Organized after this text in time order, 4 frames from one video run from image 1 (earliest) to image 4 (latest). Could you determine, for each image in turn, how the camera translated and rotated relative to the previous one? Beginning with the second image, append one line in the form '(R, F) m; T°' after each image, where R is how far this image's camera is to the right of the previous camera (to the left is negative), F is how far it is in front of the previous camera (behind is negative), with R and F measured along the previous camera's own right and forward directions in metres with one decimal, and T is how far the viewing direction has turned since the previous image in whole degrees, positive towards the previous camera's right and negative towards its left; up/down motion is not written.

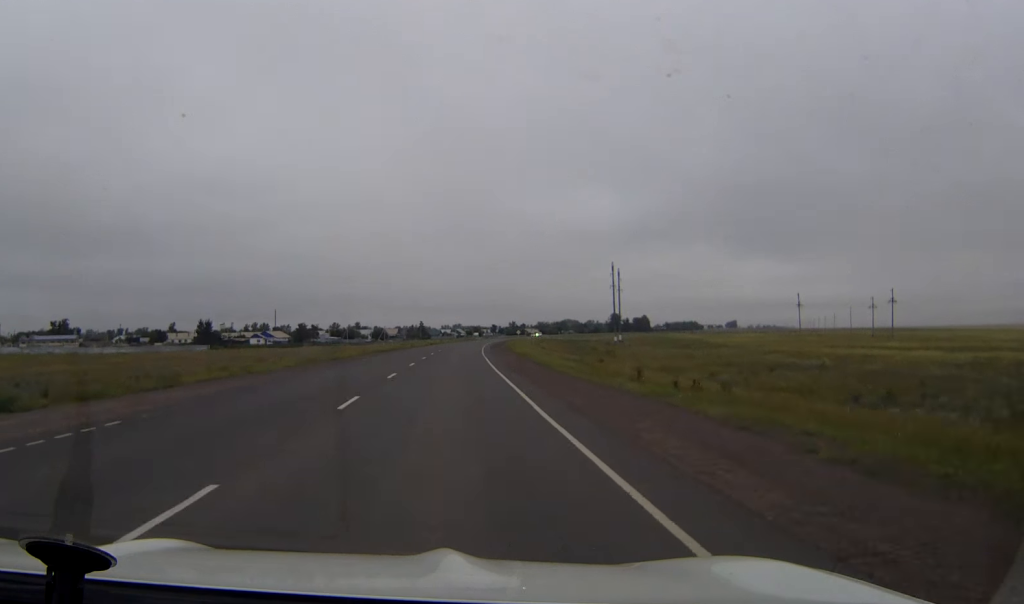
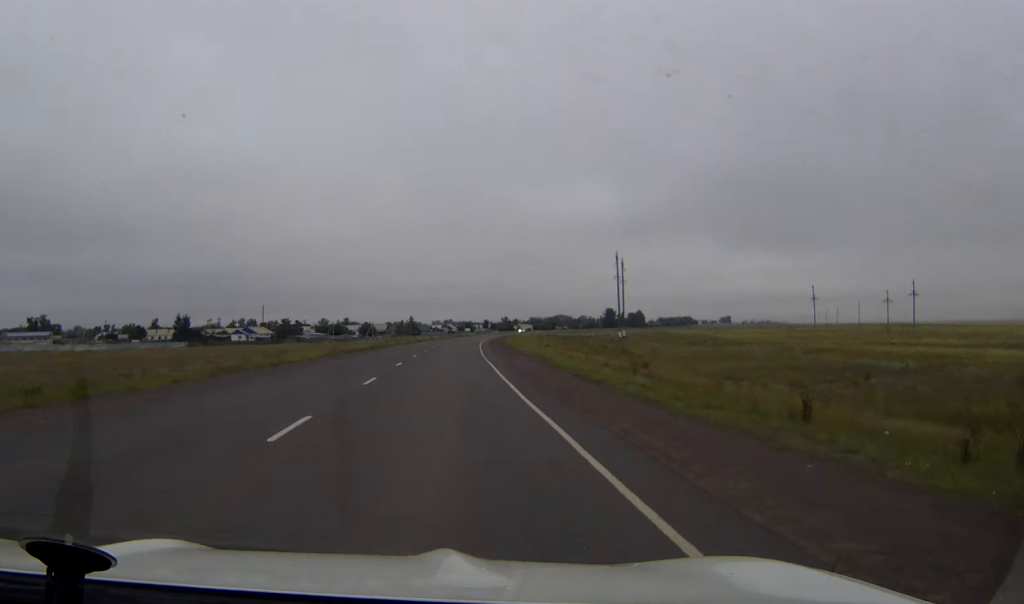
(0.0, +18.5) m; 0°
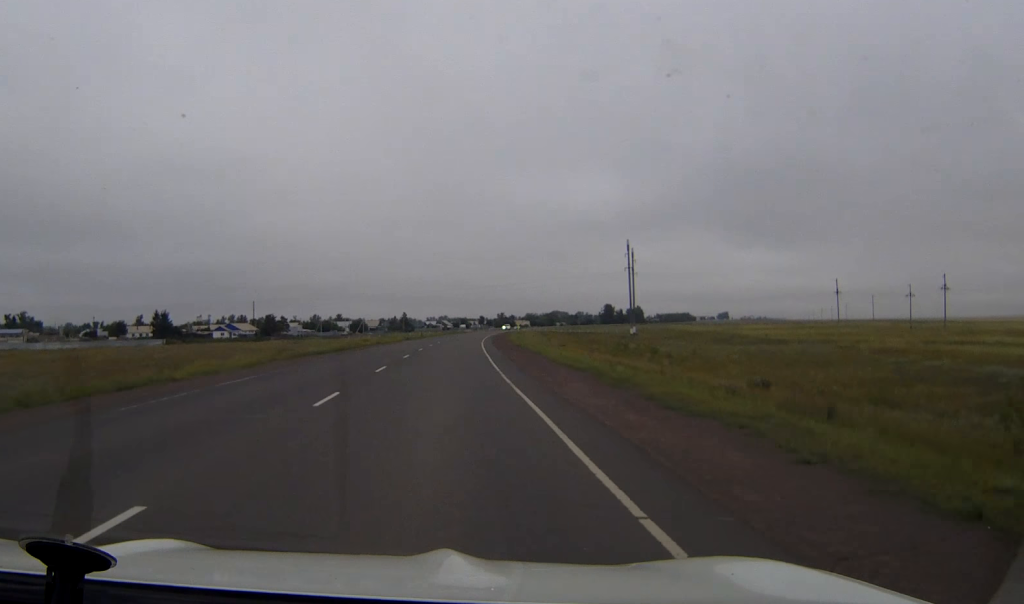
(+0.1, +19.7) m; +1°
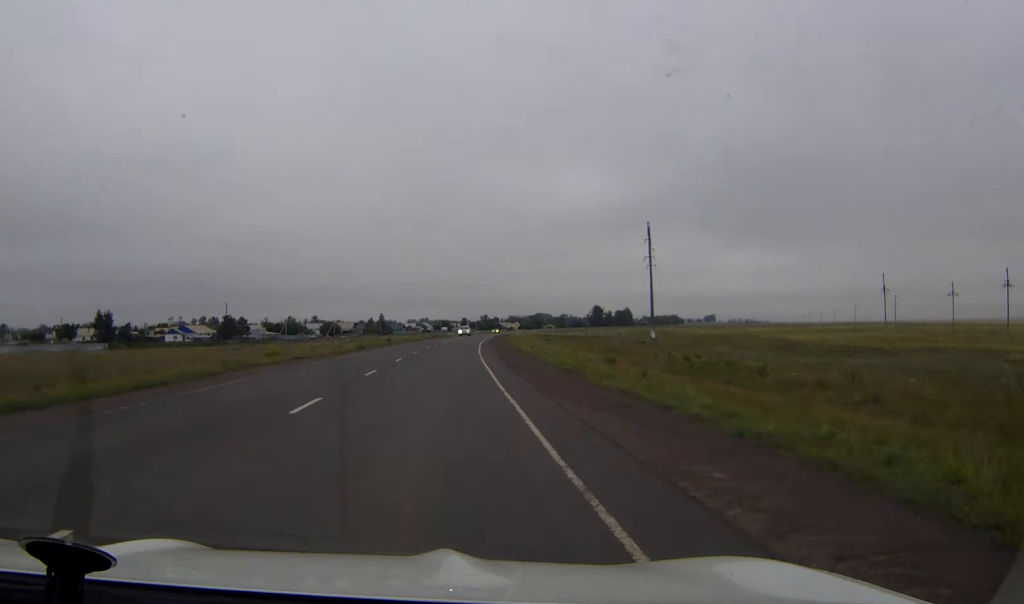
(+0.4, +37.7) m; +1°
